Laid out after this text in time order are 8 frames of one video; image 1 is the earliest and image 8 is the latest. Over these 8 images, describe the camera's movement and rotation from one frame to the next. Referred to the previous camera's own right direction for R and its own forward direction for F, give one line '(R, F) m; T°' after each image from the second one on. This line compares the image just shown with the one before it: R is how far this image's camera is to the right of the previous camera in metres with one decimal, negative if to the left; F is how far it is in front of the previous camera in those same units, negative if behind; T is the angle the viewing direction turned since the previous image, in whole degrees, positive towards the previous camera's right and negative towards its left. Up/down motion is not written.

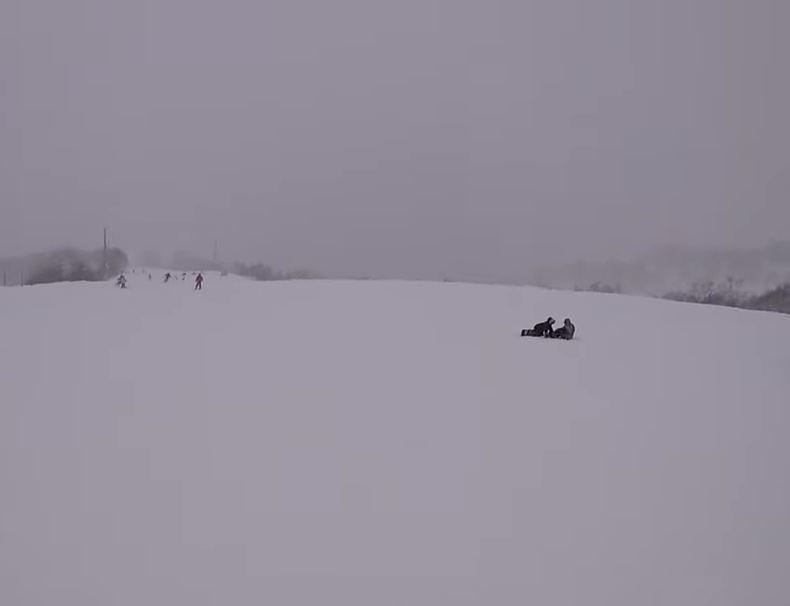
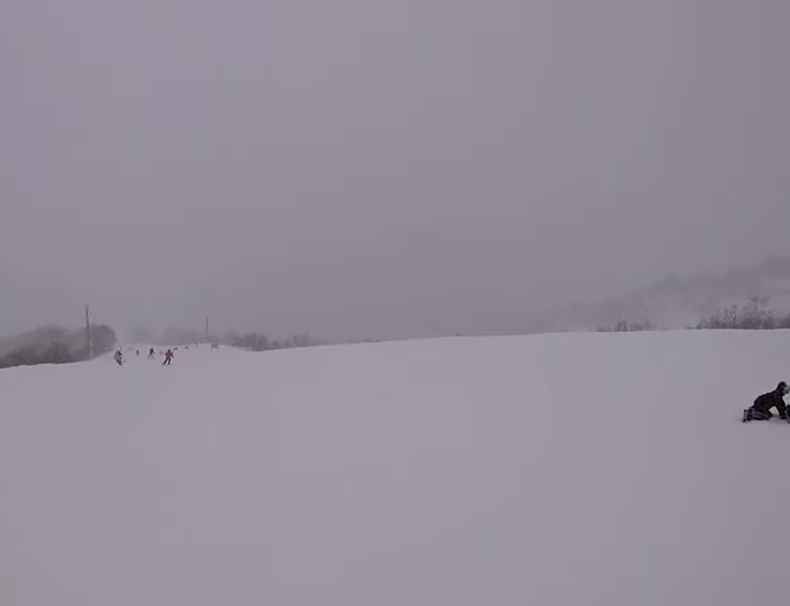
(+0.1, +9.4) m; +2°
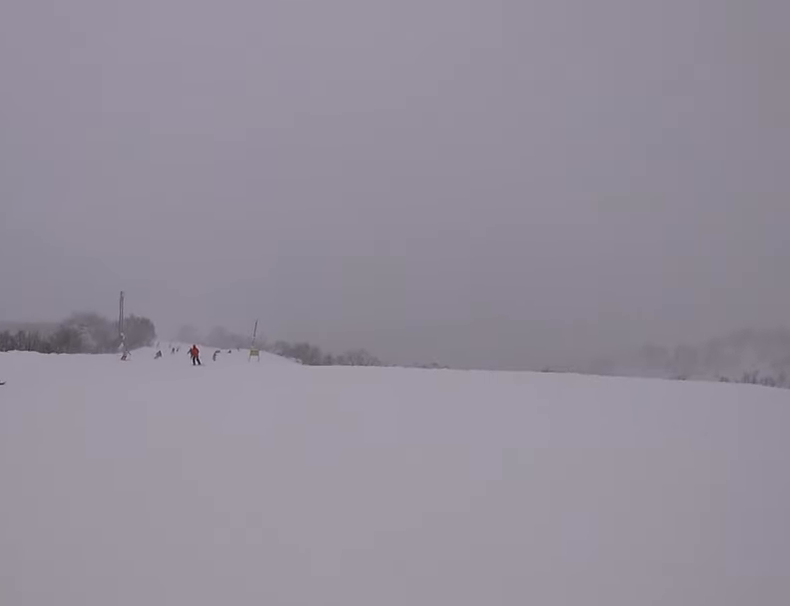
(+0.5, +15.2) m; 0°
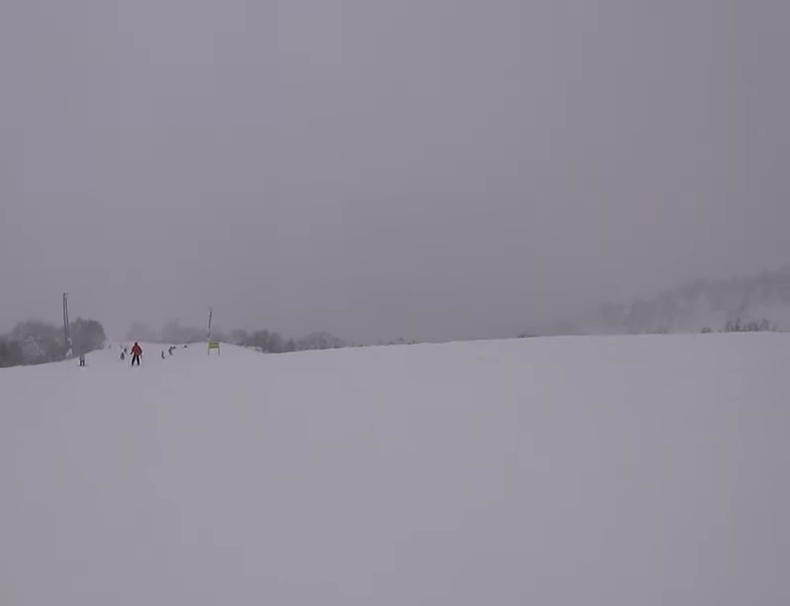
(-0.2, +5.2) m; -1°
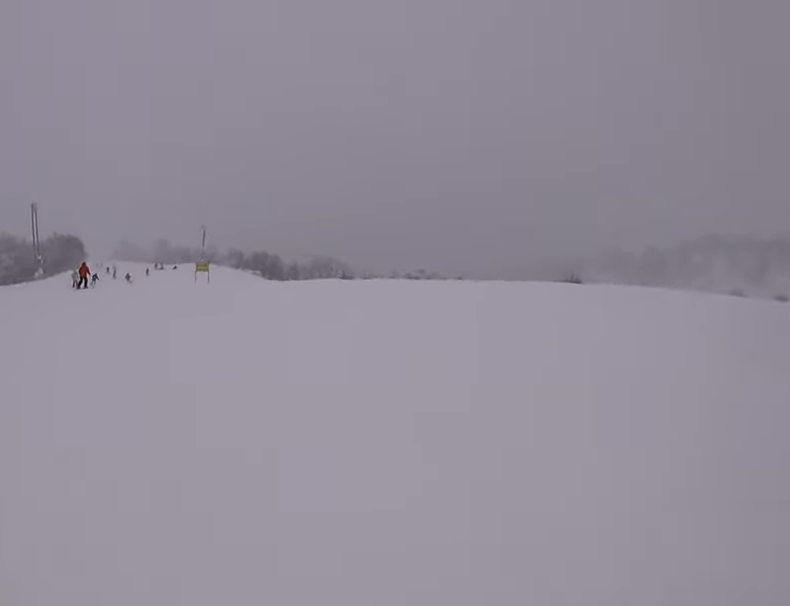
(-0.2, +12.1) m; -1°
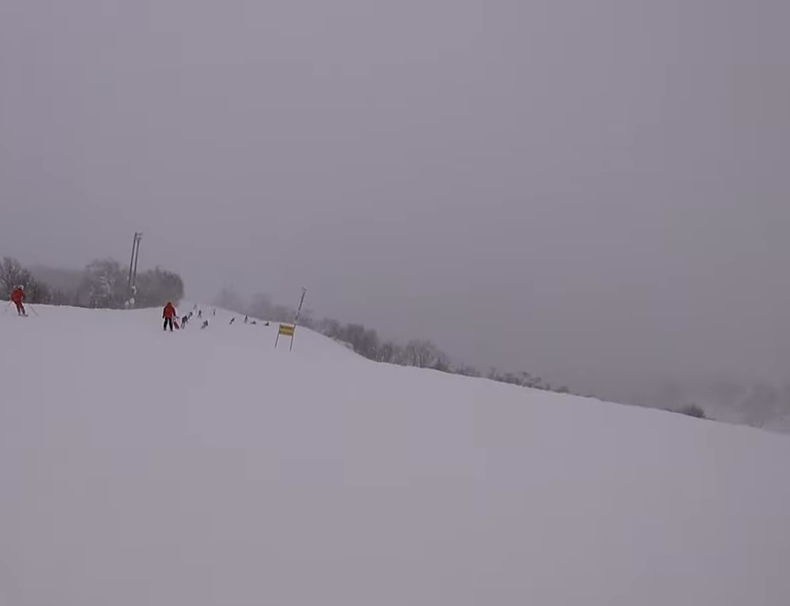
(0.0, +5.7) m; -4°
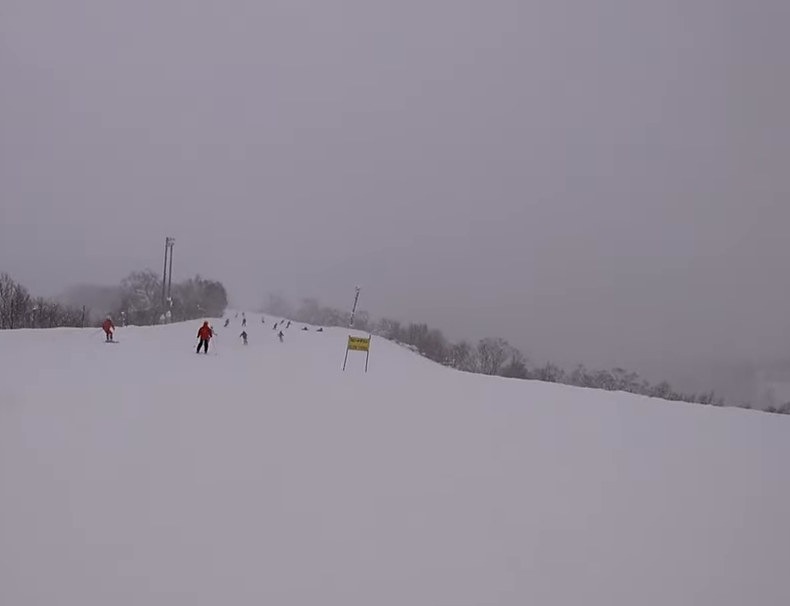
(-0.8, +10.2) m; -11°
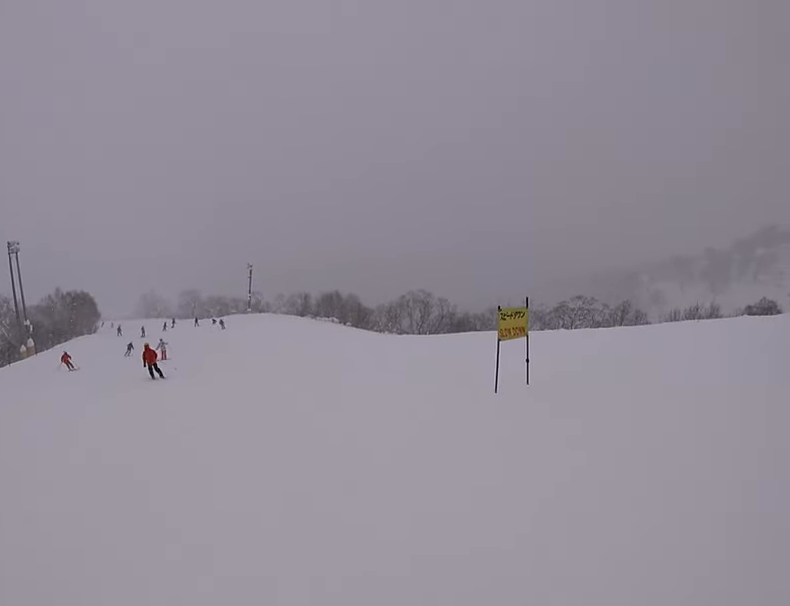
(-1.5, +15.2) m; +1°
